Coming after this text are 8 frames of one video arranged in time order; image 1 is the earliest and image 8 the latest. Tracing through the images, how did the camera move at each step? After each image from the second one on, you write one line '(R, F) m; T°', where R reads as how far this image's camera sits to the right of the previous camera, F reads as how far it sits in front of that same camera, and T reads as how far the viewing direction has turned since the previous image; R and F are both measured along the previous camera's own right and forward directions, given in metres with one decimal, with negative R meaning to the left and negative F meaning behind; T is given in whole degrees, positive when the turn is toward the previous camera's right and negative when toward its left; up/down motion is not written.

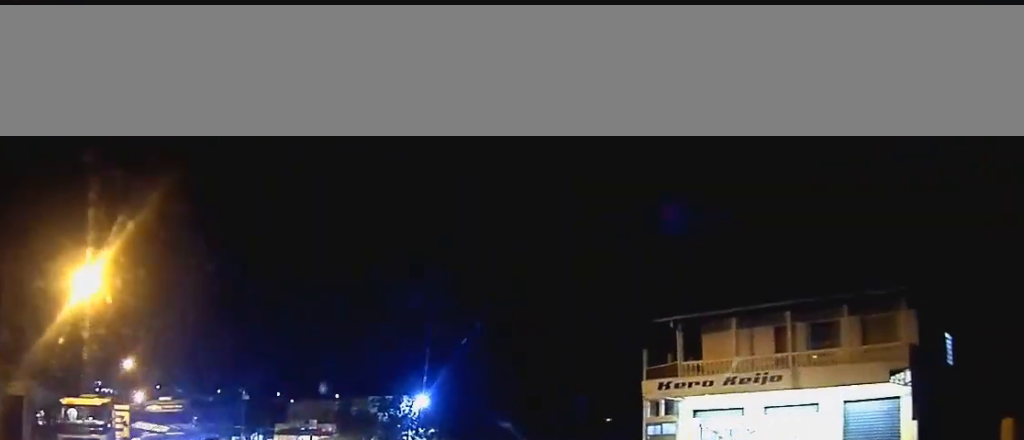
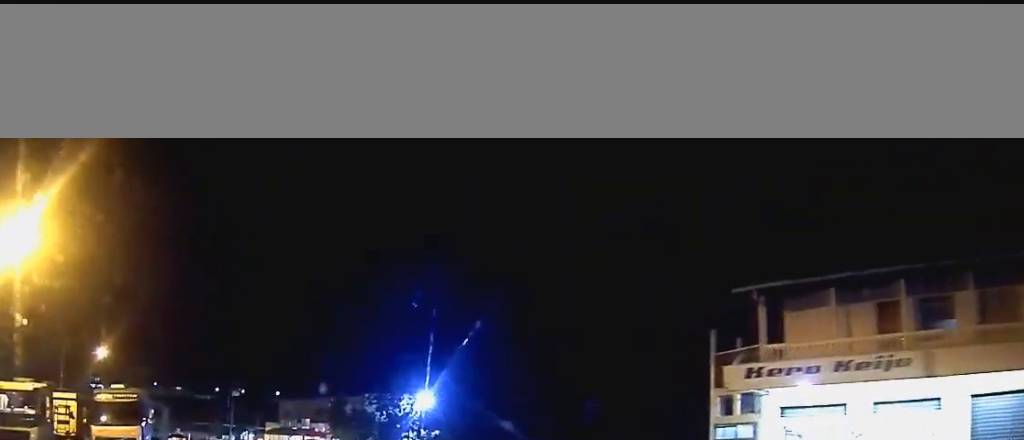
(-0.1, +6.3) m; -2°
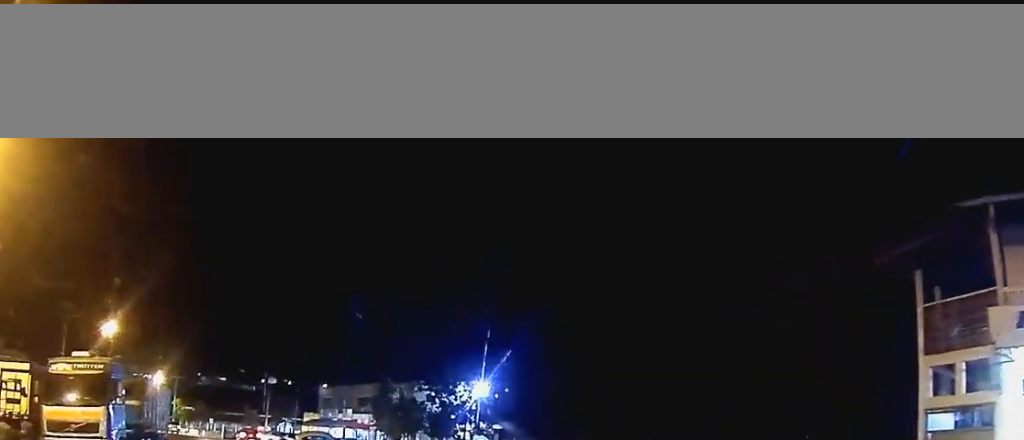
(-0.1, +7.1) m; +1°
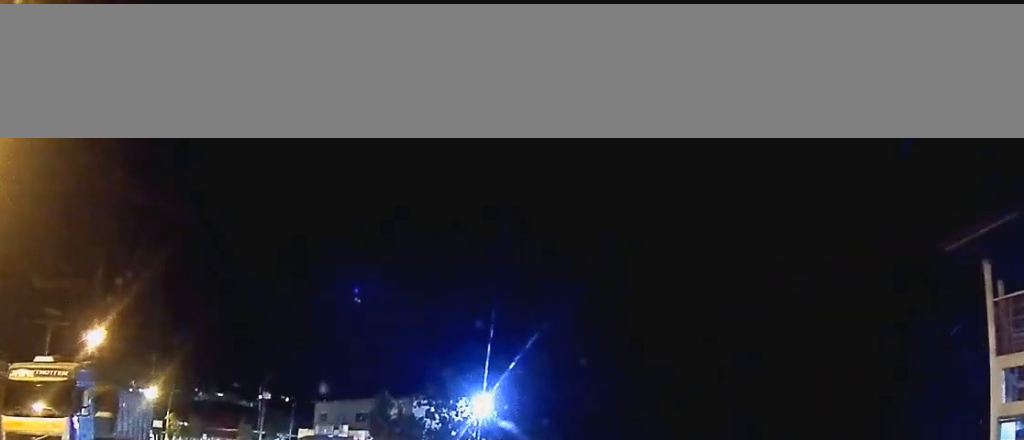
(+0.1, +2.9) m; +1°
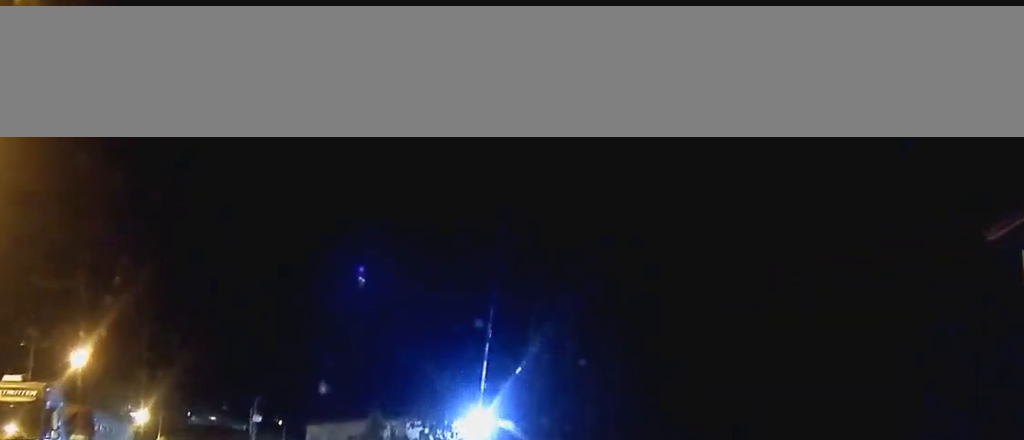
(0.0, +1.9) m; -1°
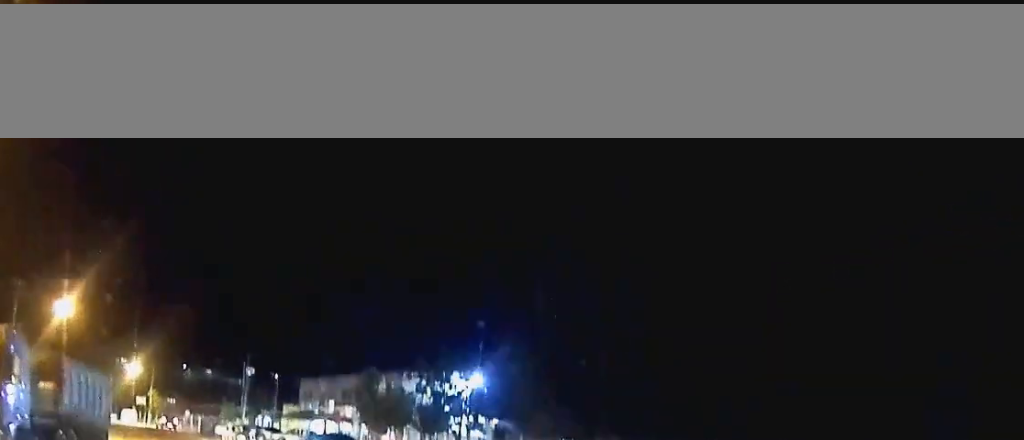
(0.0, +2.5) m; -2°
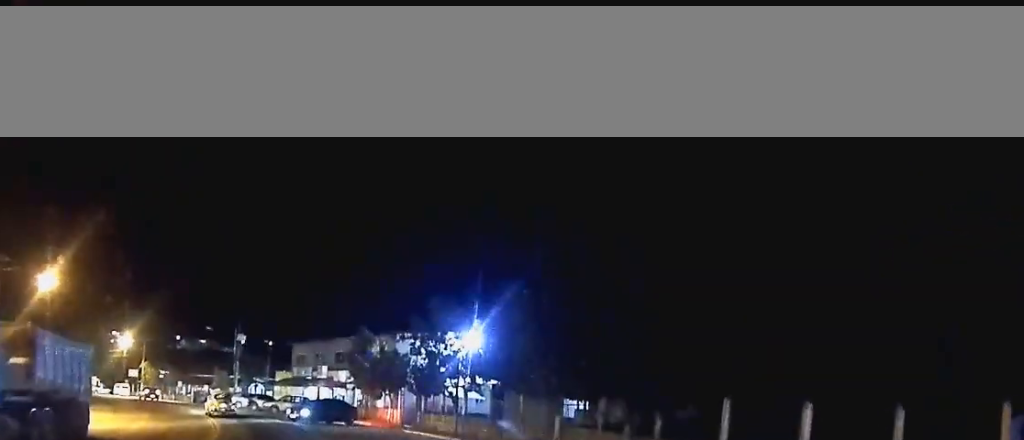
(0.0, +1.7) m; -1°
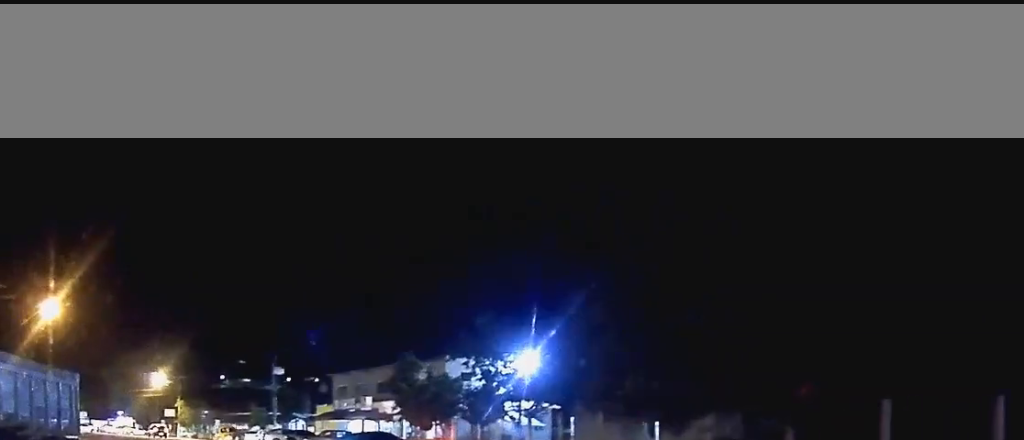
(-0.2, +5.5) m; -5°
